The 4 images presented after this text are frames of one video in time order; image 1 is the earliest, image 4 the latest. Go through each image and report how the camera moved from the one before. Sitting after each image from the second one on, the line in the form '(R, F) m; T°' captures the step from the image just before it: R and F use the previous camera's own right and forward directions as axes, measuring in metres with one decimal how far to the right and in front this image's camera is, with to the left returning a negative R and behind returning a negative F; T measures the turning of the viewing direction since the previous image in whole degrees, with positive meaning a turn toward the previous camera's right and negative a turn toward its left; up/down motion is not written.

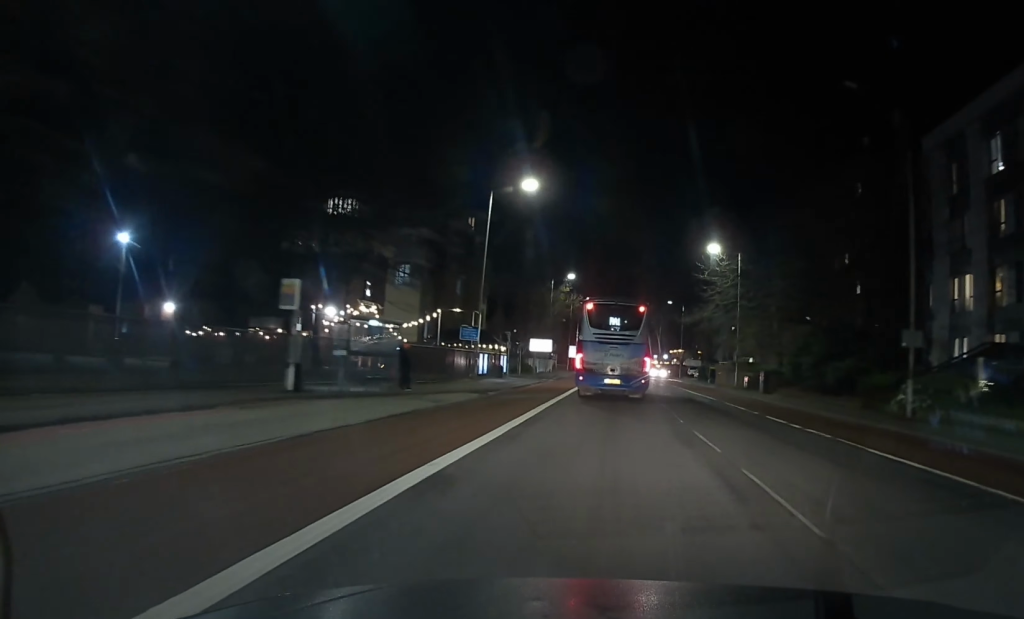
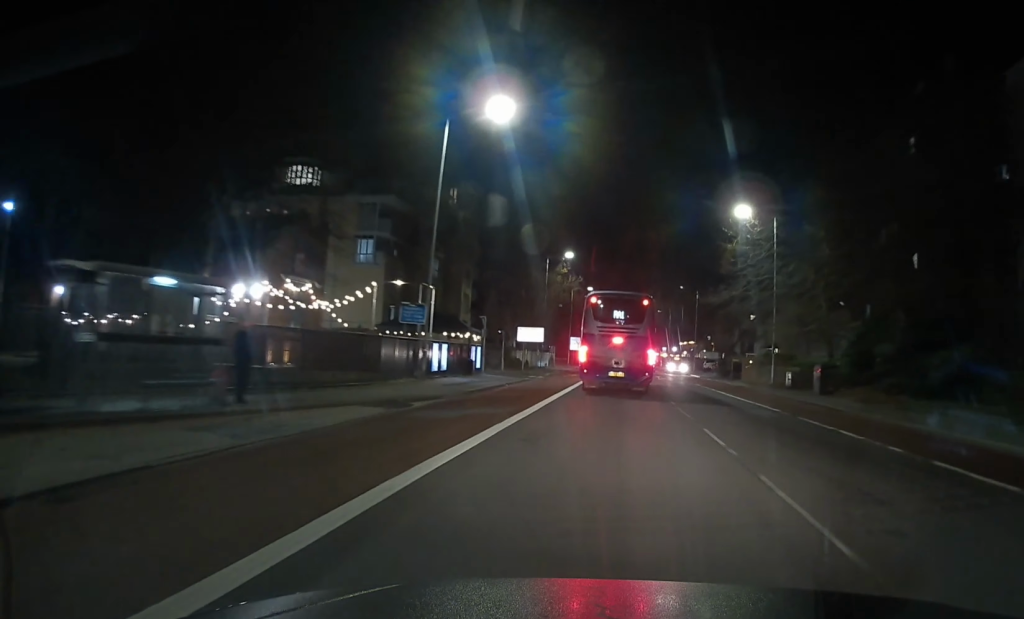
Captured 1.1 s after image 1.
(-0.1, +13.0) m; 0°
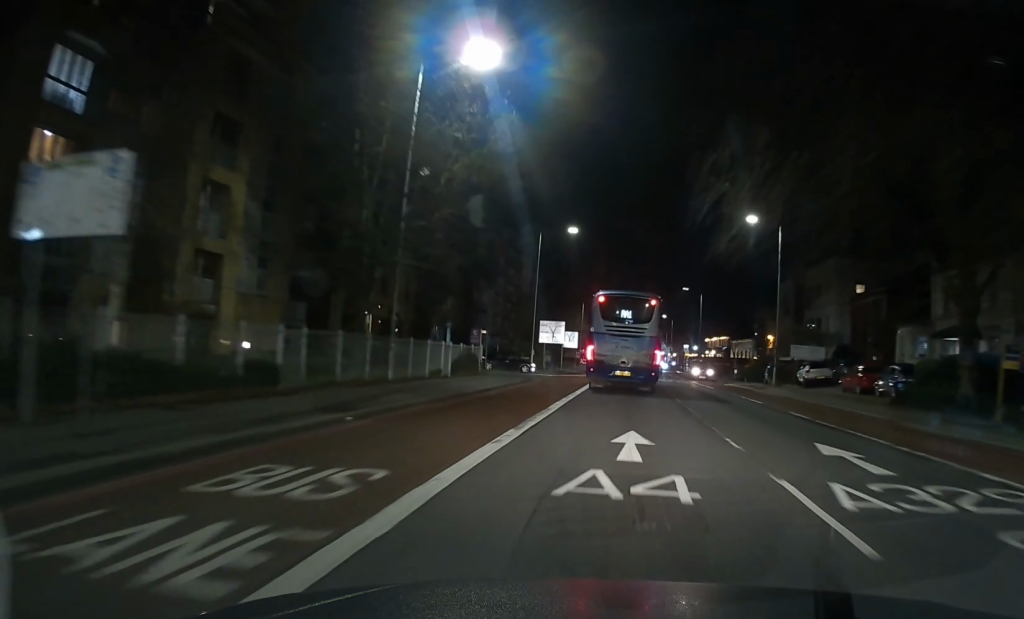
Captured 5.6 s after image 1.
(+0.4, +53.0) m; +1°
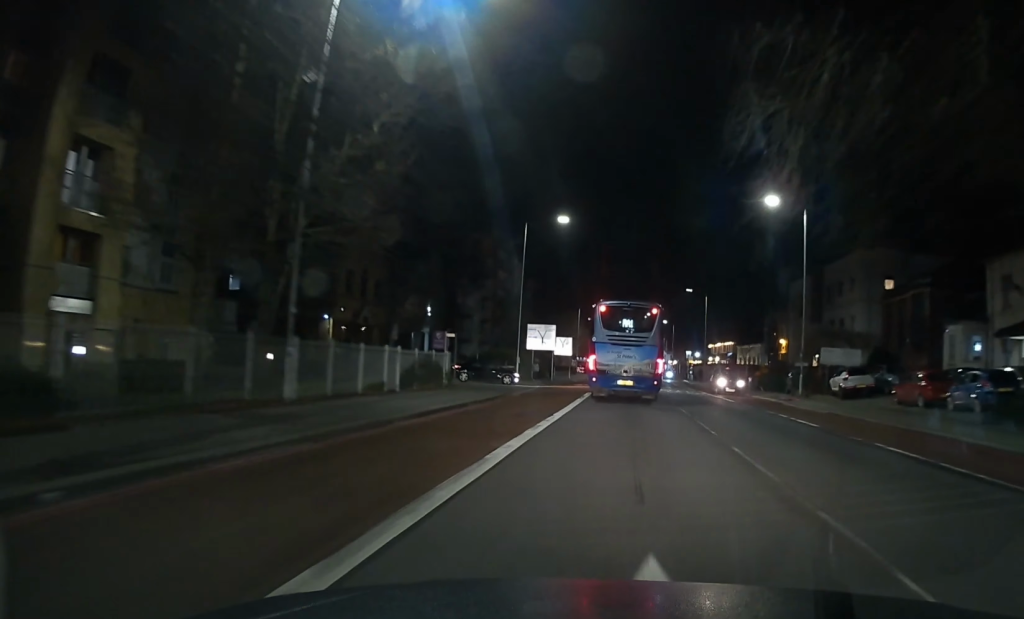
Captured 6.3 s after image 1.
(0.0, +8.6) m; 0°
